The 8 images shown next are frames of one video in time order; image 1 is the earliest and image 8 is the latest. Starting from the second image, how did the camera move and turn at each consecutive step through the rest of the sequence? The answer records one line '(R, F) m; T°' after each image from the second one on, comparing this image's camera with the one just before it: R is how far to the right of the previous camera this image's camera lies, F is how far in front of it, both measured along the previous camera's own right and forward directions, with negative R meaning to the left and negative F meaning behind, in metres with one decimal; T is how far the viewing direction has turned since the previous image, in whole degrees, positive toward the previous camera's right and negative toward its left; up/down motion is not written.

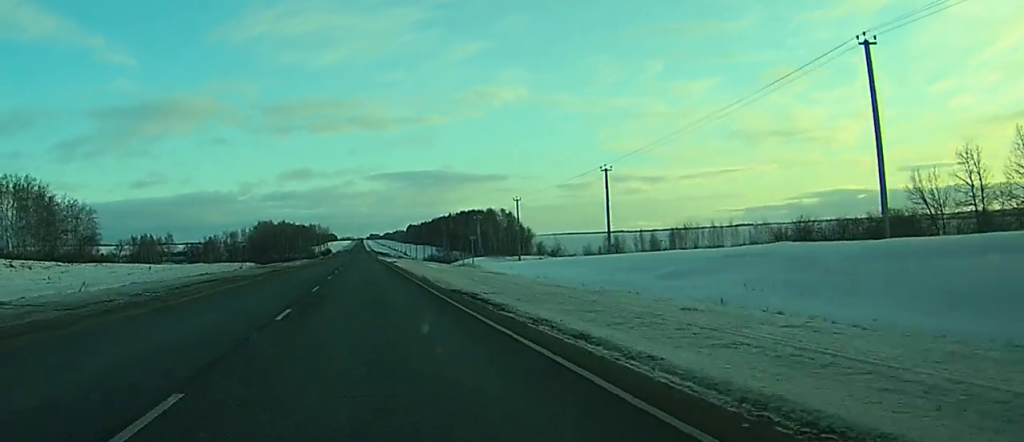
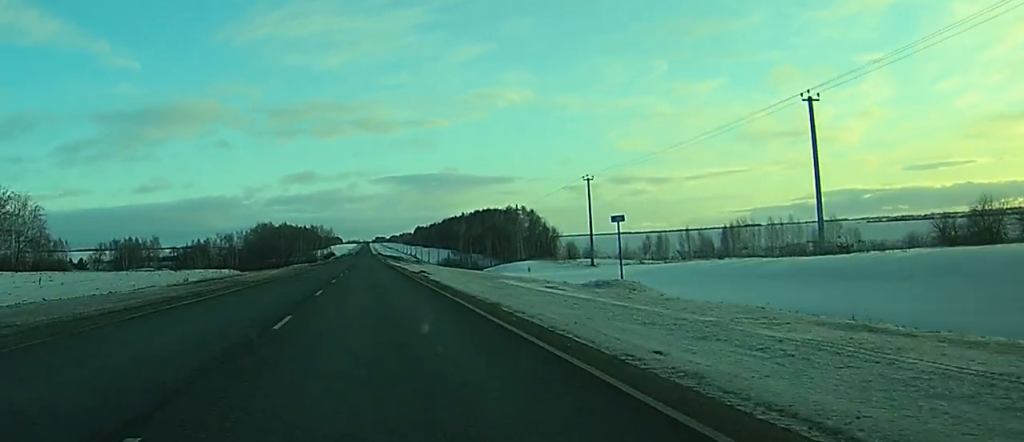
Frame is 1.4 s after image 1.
(-0.2, +37.8) m; 0°
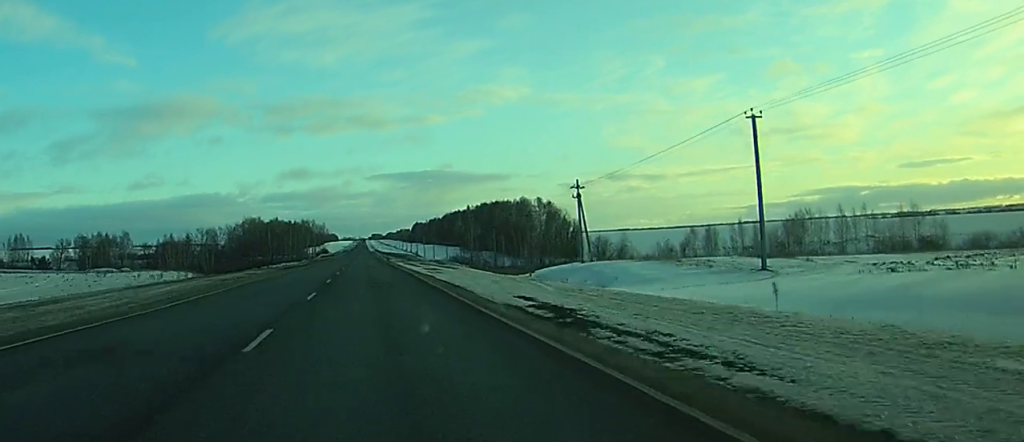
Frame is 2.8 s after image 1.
(-0.1, +39.9) m; 0°
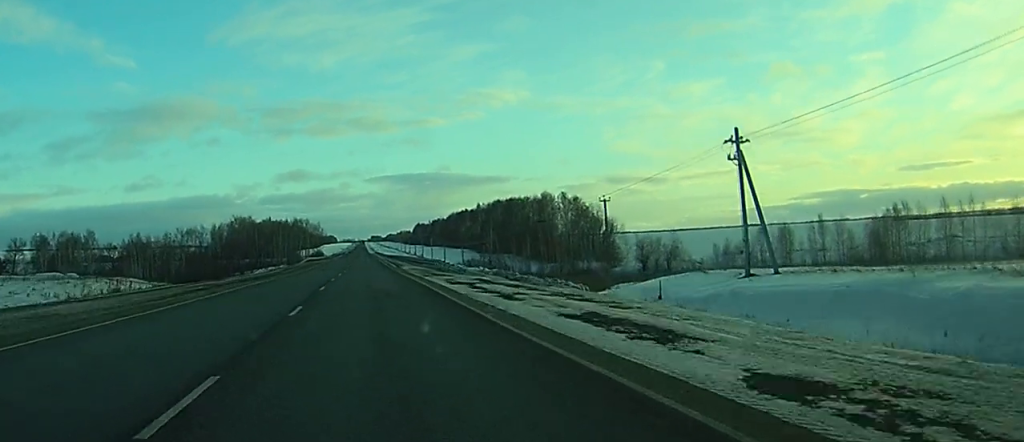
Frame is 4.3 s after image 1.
(+0.1, +41.0) m; 0°
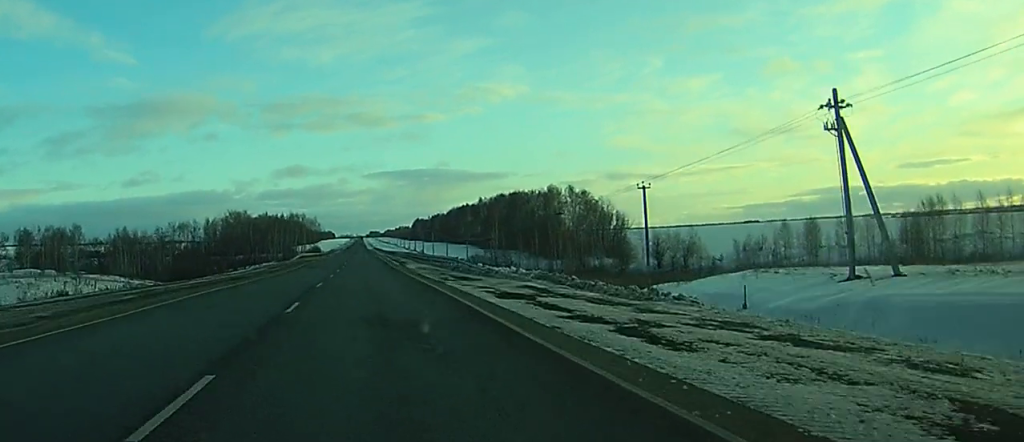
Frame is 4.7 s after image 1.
(0.0, +12.1) m; 0°
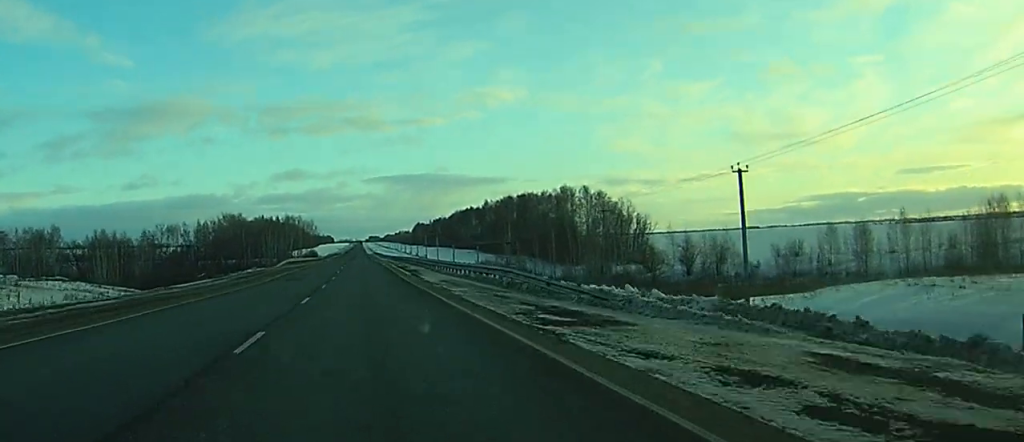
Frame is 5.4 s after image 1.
(0.0, +18.6) m; 0°
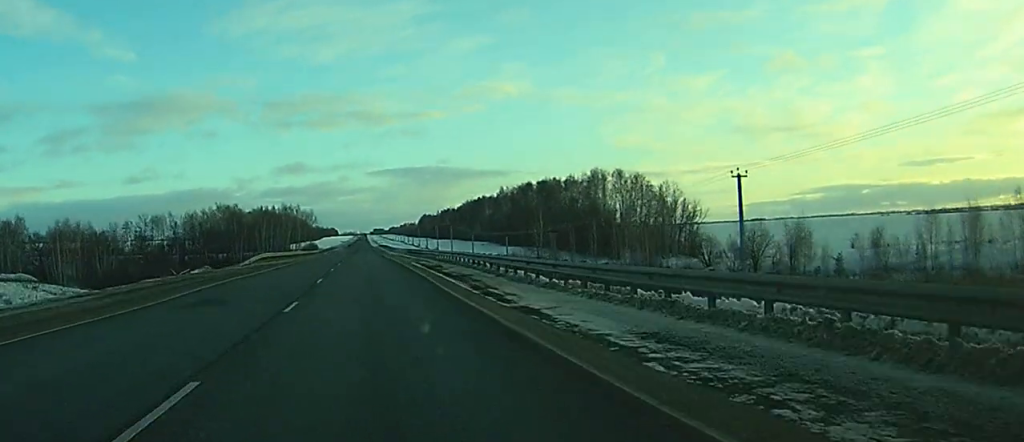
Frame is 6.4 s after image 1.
(+0.1, +29.7) m; 0°
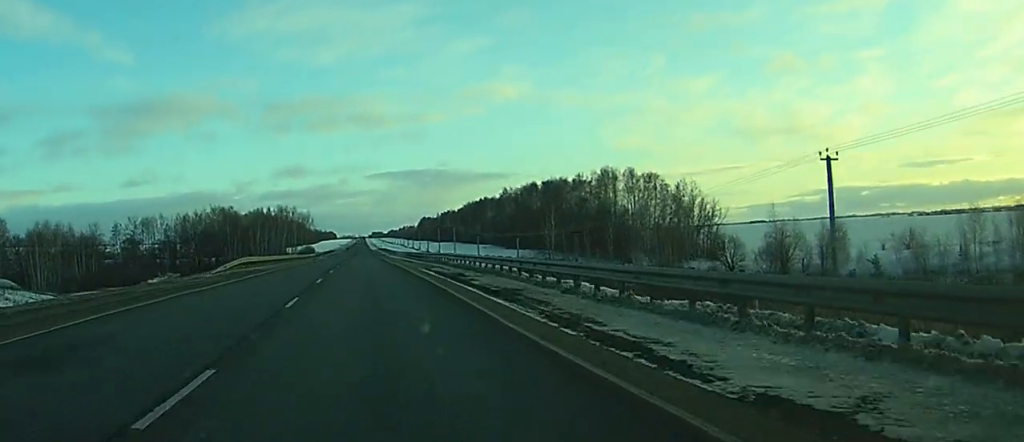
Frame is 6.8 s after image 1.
(0.0, +11.1) m; 0°
